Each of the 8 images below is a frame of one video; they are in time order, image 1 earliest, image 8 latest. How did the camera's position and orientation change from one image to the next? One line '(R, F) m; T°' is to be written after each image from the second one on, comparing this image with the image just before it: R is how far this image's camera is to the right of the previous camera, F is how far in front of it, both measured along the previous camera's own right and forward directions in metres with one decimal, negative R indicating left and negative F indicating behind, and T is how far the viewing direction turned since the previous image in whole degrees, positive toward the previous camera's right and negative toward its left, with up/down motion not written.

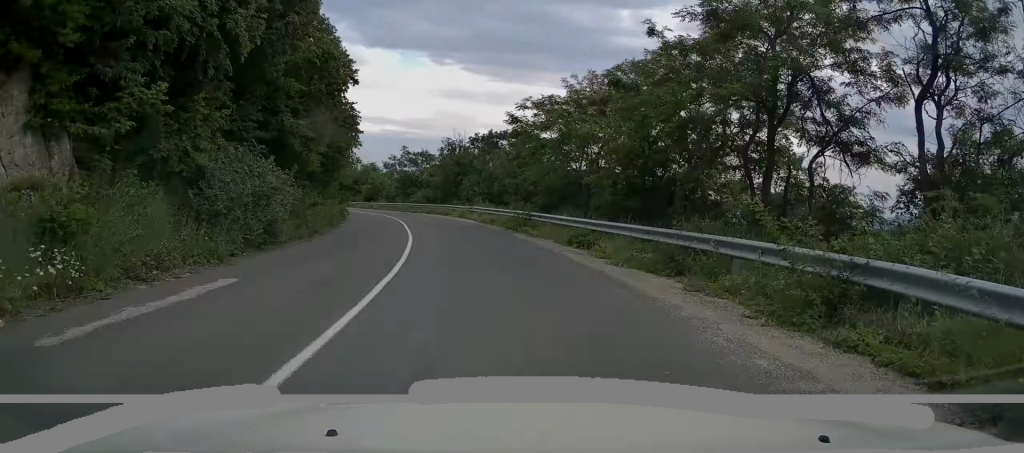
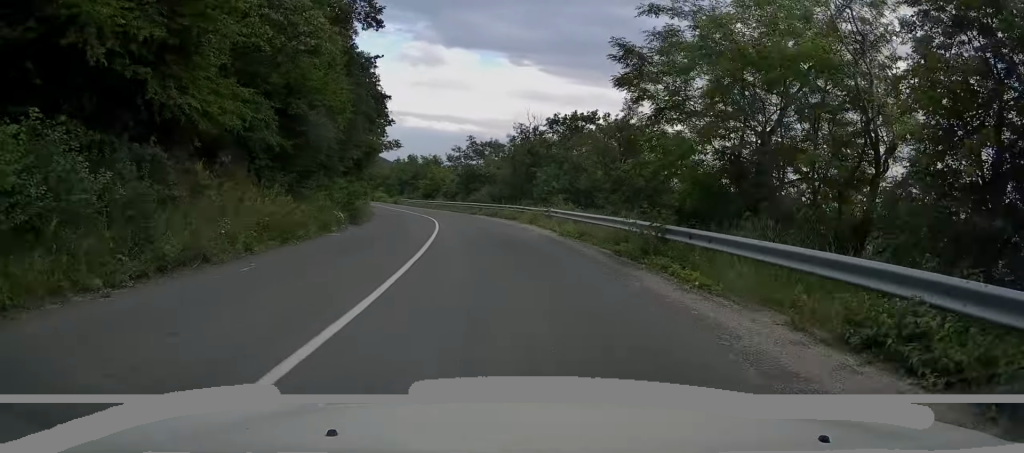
(-0.8, +12.7) m; -7°
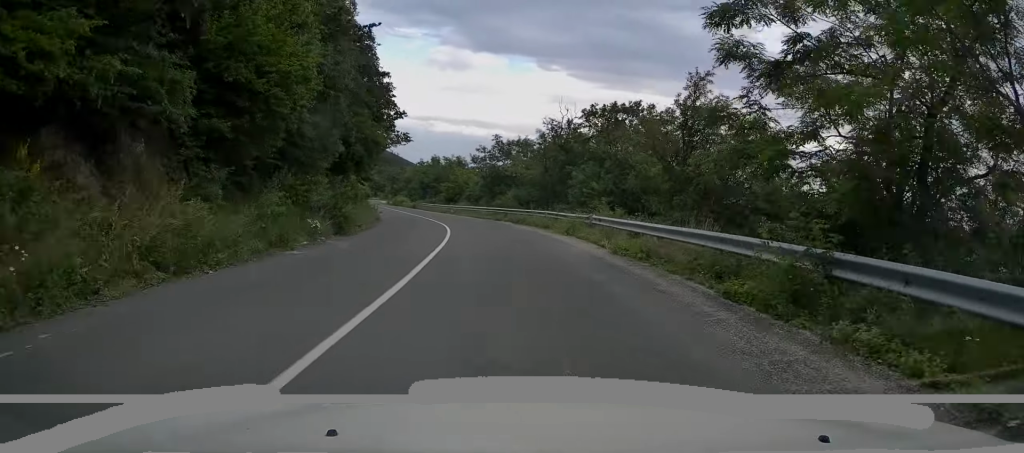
(-0.2, +5.9) m; -3°
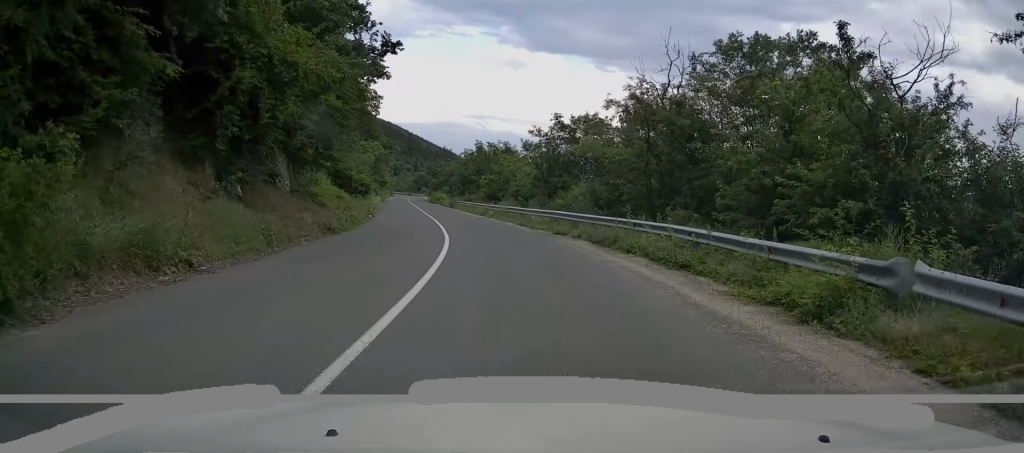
(-0.9, +16.5) m; -6°
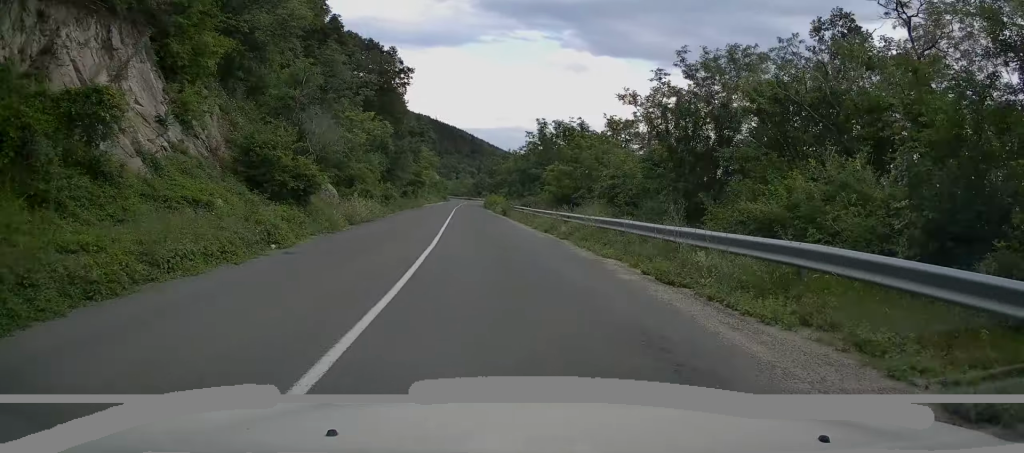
(-1.1, +18.7) m; -5°
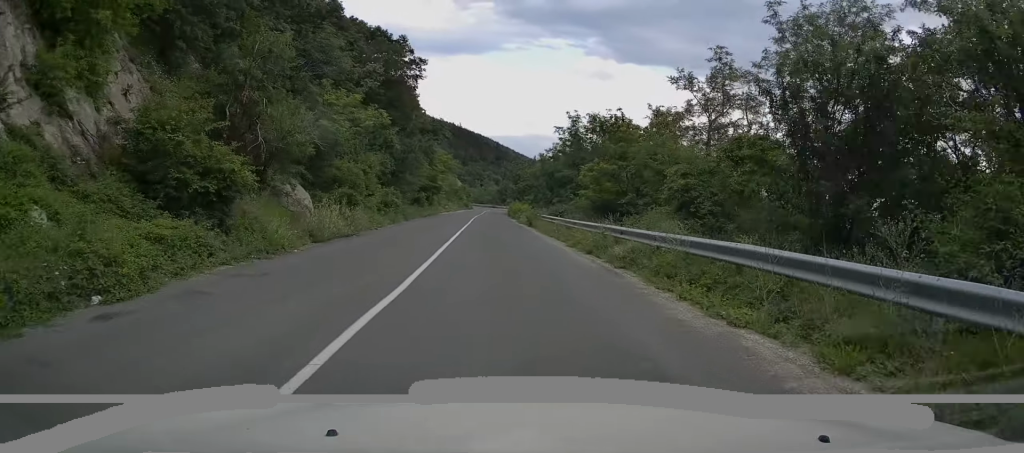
(0.0, +6.7) m; -1°
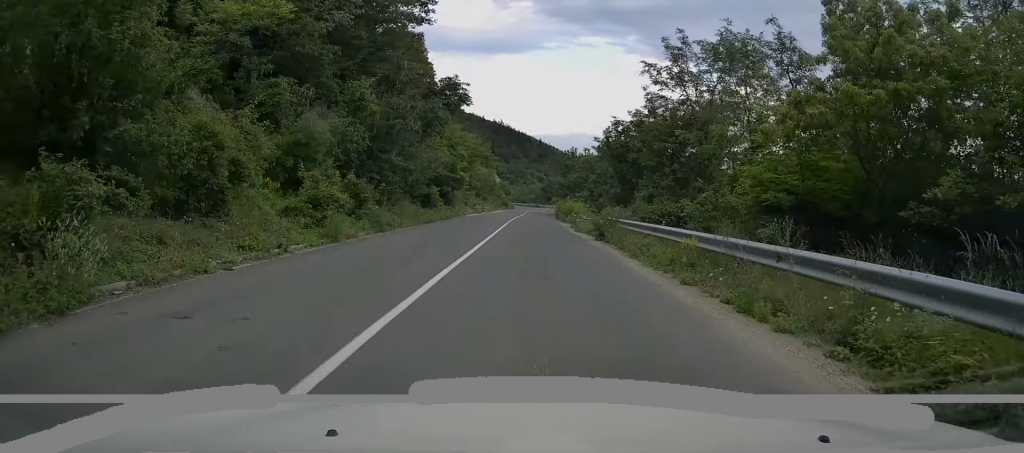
(-0.5, +15.7) m; -3°
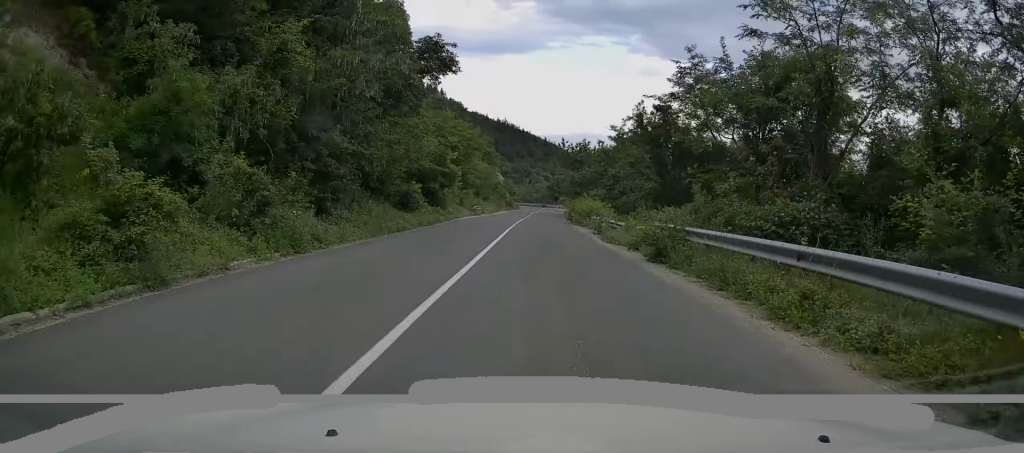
(-0.1, +8.1) m; -1°
